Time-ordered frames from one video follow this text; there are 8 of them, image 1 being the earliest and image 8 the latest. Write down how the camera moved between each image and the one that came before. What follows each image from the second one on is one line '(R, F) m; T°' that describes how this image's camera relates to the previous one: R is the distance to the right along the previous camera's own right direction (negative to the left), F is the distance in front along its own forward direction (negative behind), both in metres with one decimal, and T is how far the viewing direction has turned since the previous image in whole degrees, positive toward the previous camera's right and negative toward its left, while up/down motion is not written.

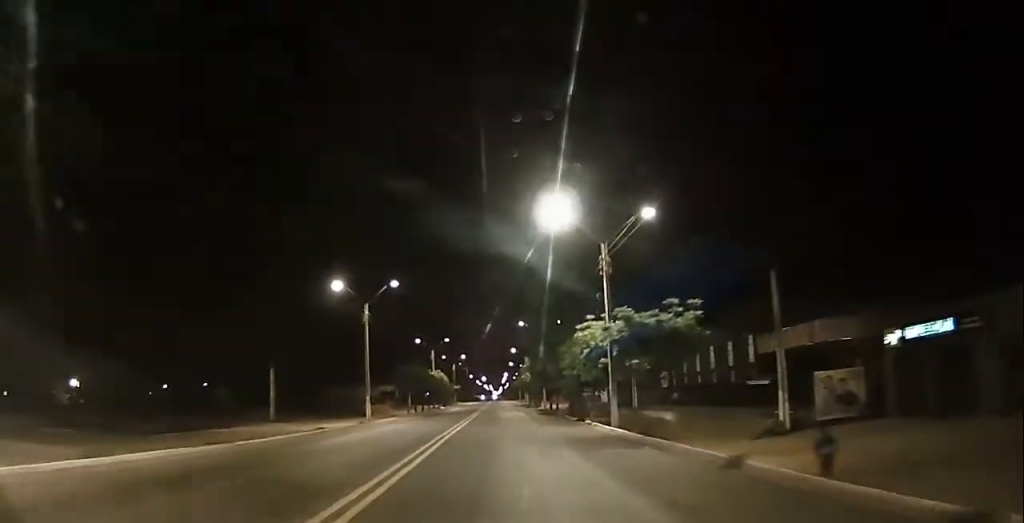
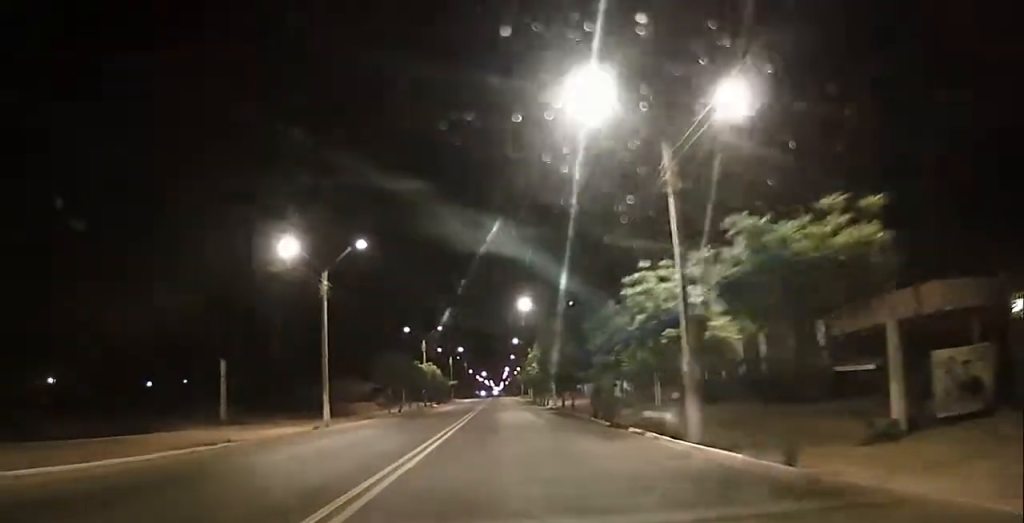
(-0.1, +10.5) m; -1°
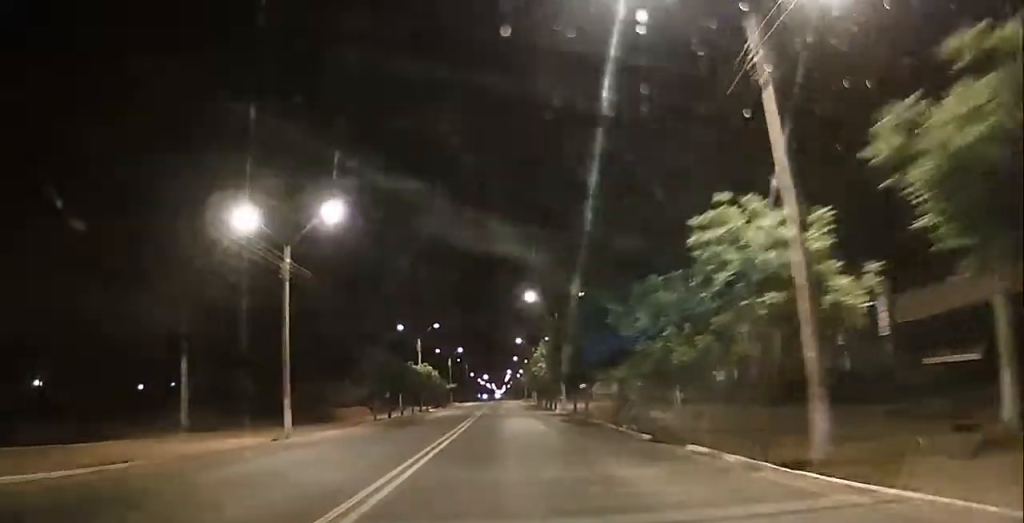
(-0.3, +6.5) m; 0°
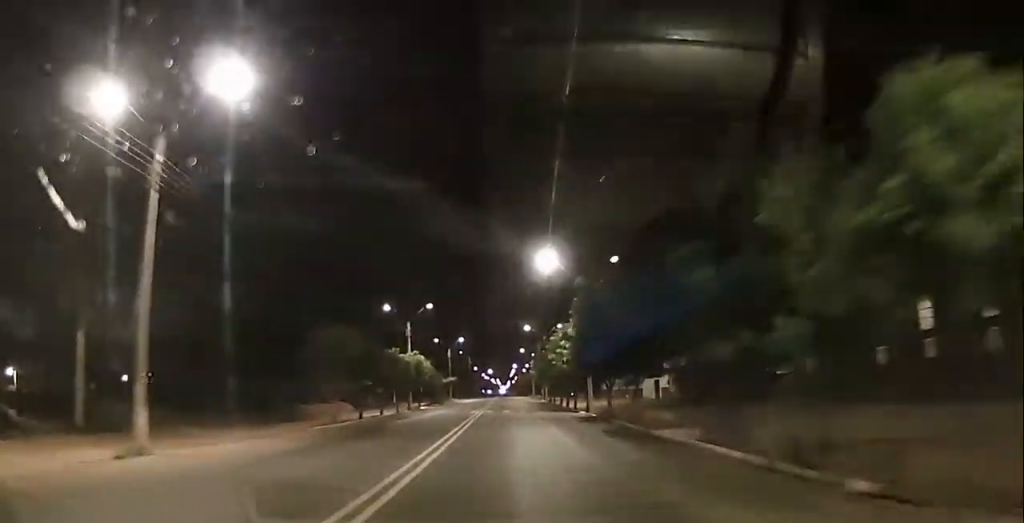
(+0.4, +11.7) m; 0°
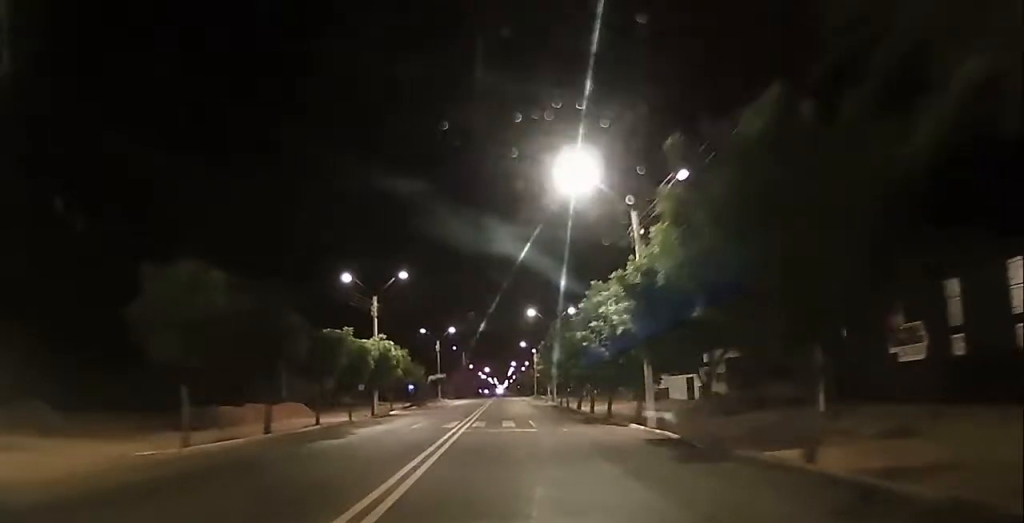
(-0.2, +15.0) m; 0°
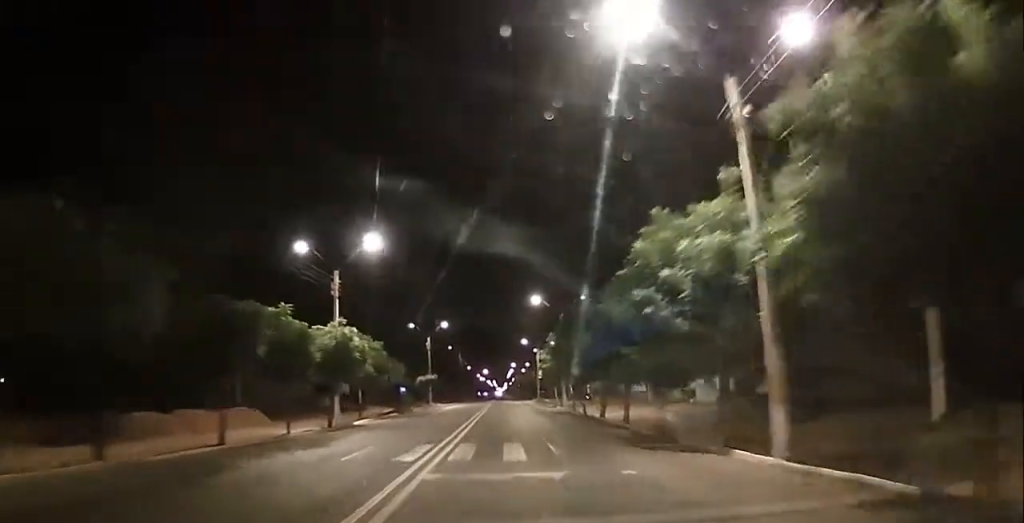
(+0.3, +10.3) m; 0°
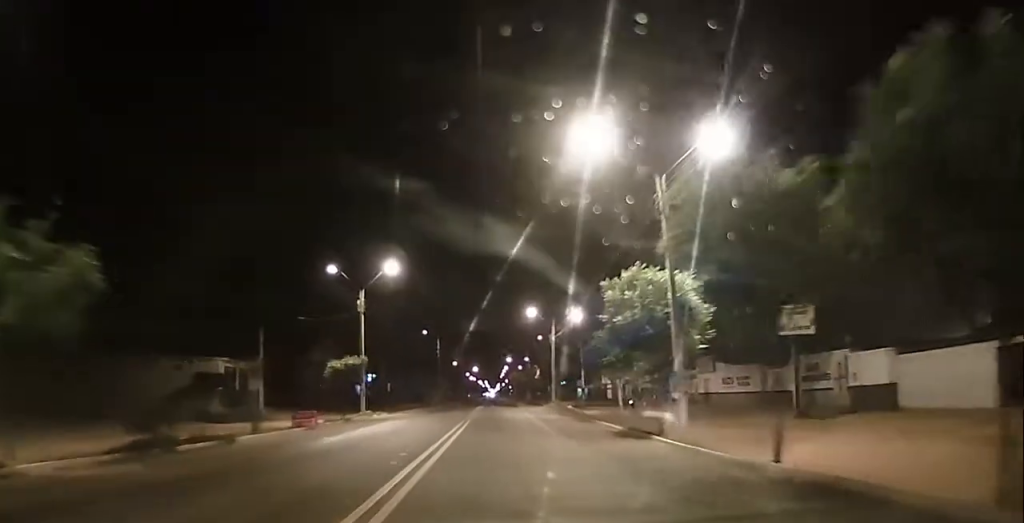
(-1.0, +34.8) m; -1°
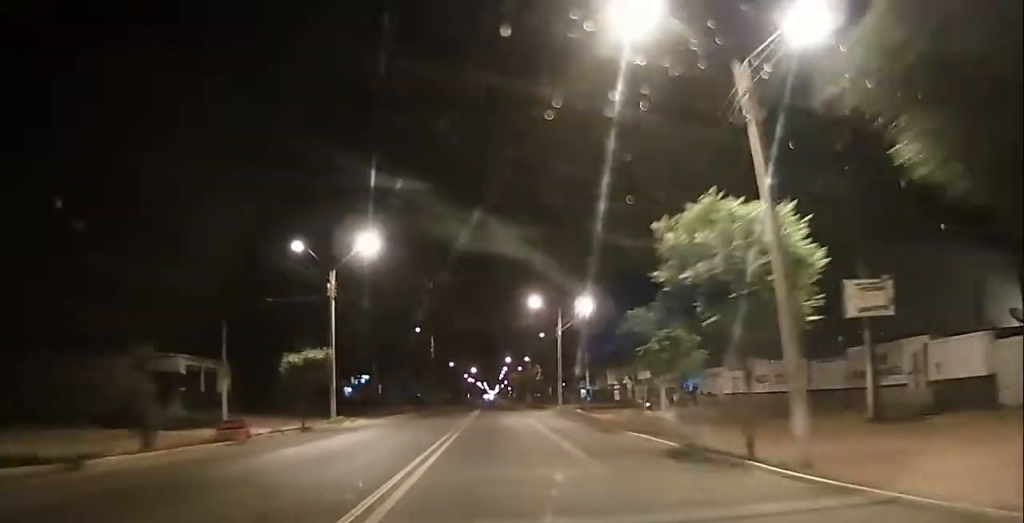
(-0.1, +7.2) m; +2°
